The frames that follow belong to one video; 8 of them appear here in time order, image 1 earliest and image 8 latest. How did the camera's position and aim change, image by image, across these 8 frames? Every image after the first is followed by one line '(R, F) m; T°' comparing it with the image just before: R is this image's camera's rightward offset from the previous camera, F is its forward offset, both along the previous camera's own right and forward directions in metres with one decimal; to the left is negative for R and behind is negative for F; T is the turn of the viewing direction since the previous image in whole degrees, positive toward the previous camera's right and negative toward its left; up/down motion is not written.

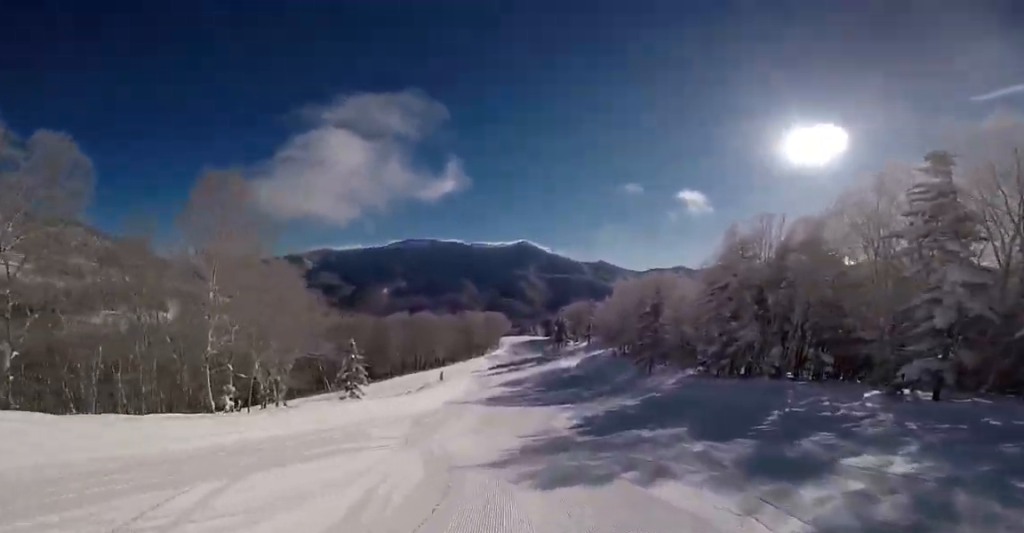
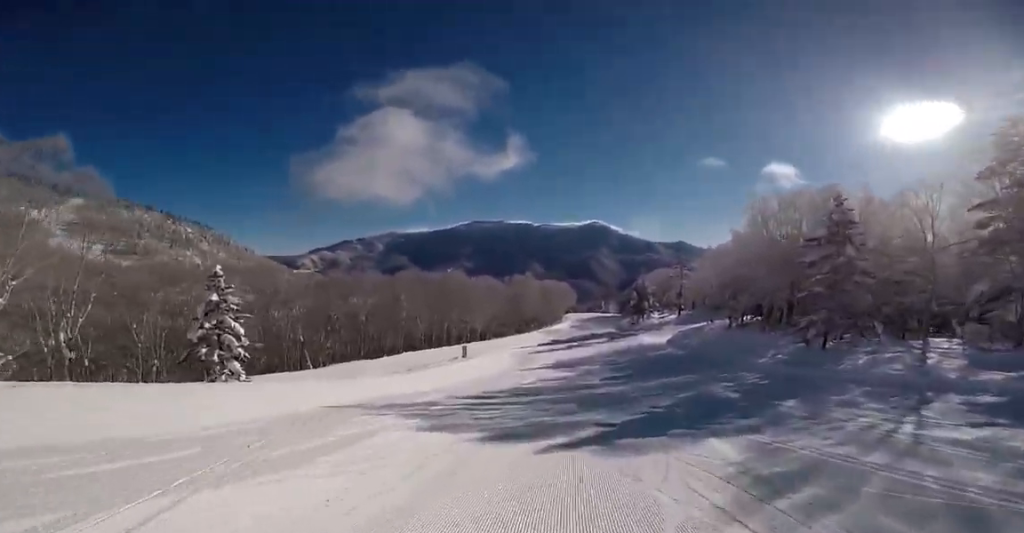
(-1.2, +22.2) m; -6°
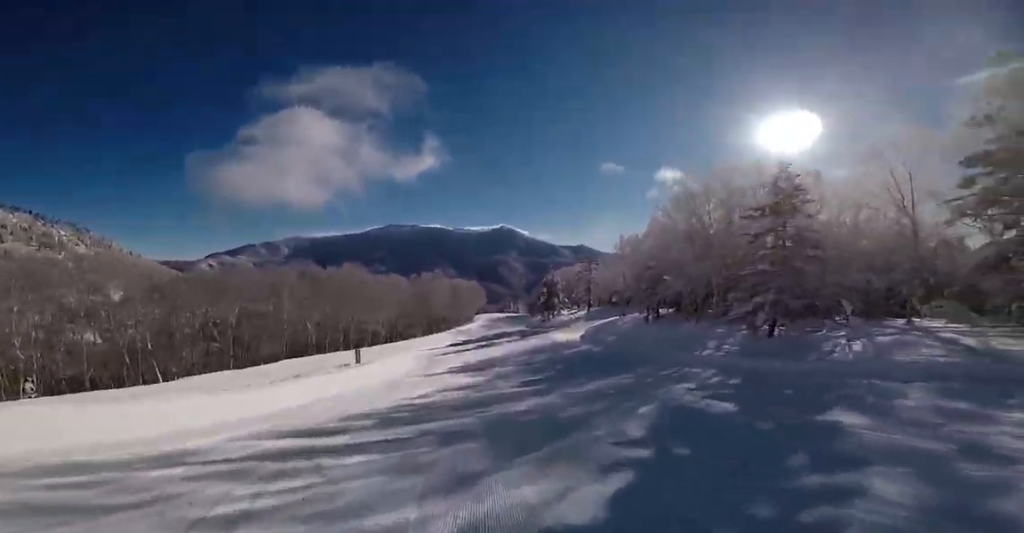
(-0.1, +7.2) m; 0°
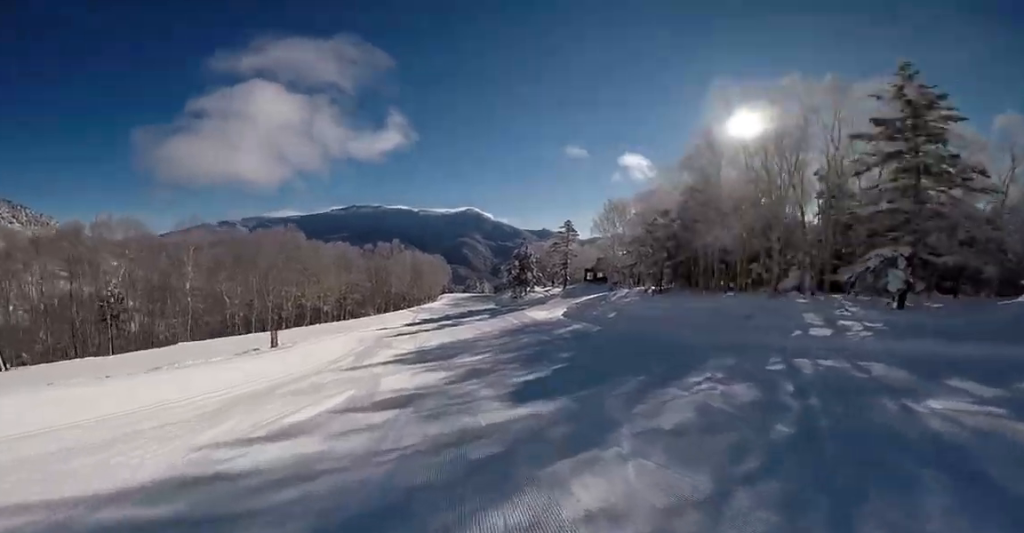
(0.0, +9.9) m; 0°
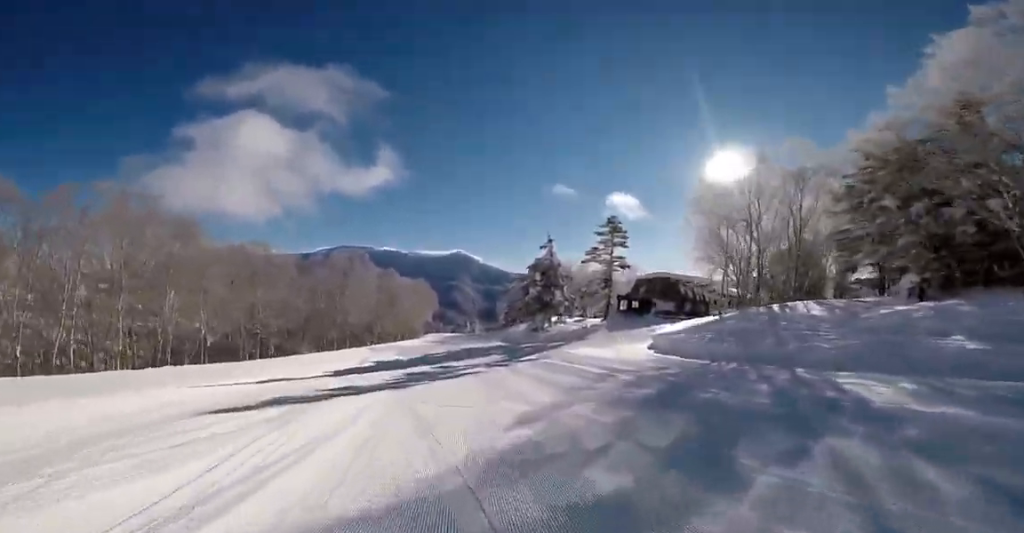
(-0.1, +23.1) m; 0°
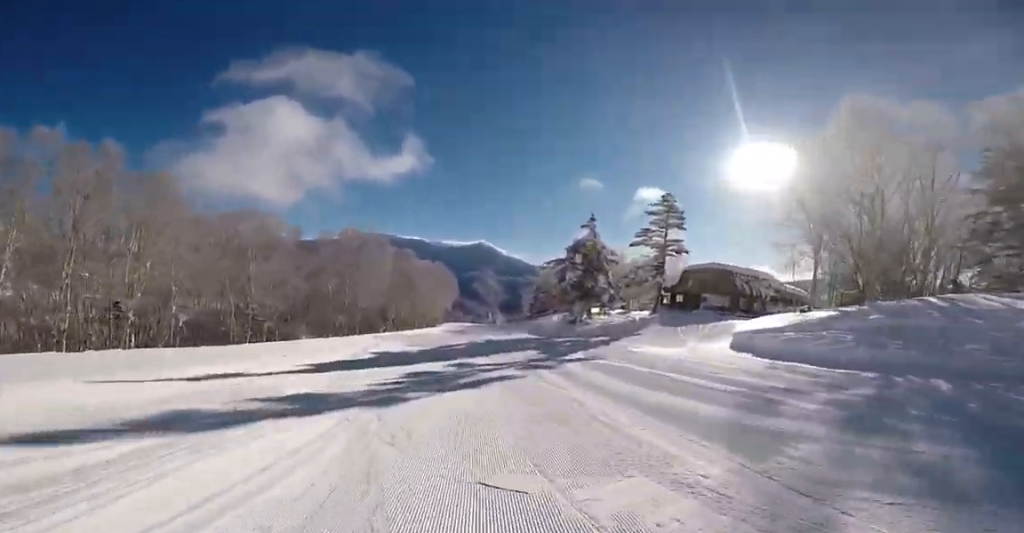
(+0.1, +6.0) m; +1°
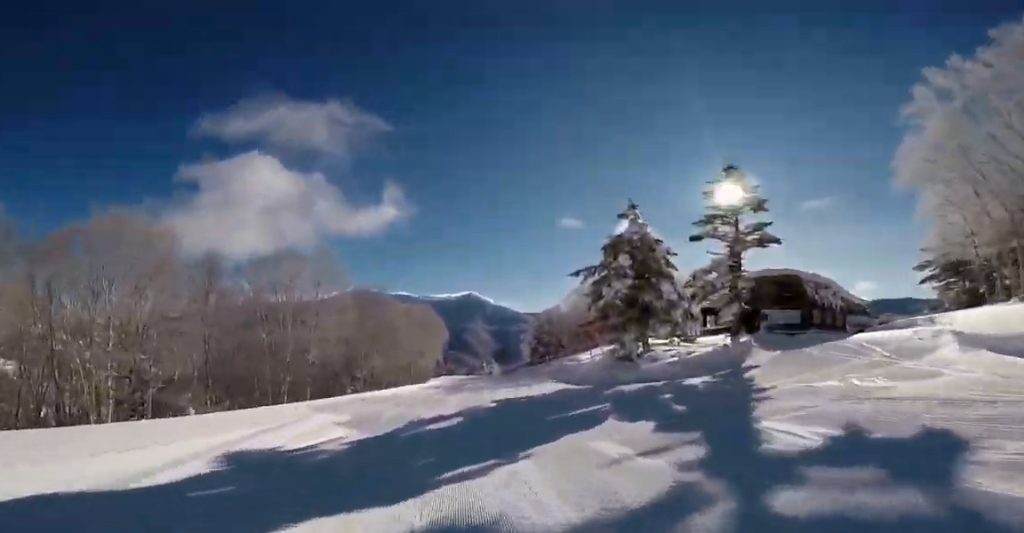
(+0.2, +13.2) m; +1°
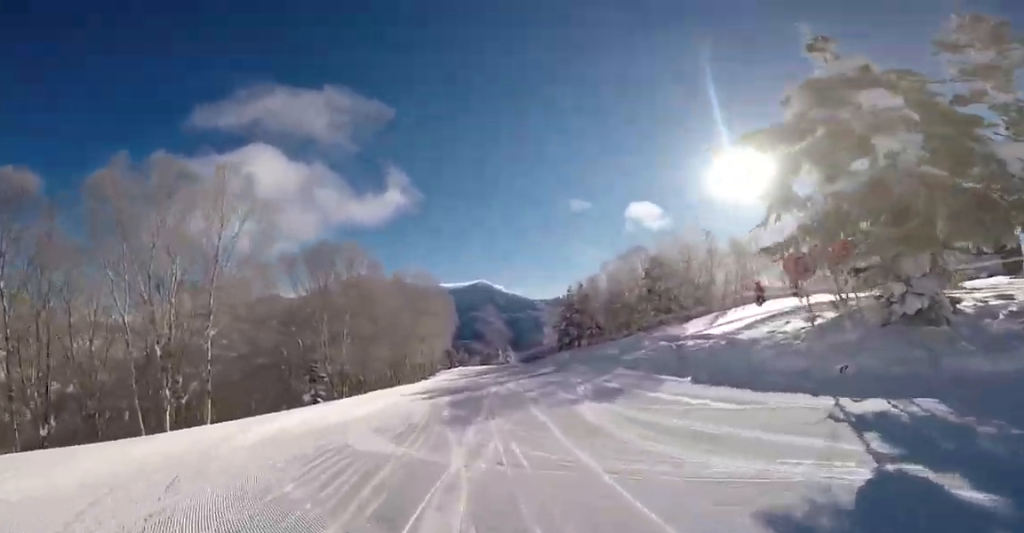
(0.0, +15.5) m; +1°
